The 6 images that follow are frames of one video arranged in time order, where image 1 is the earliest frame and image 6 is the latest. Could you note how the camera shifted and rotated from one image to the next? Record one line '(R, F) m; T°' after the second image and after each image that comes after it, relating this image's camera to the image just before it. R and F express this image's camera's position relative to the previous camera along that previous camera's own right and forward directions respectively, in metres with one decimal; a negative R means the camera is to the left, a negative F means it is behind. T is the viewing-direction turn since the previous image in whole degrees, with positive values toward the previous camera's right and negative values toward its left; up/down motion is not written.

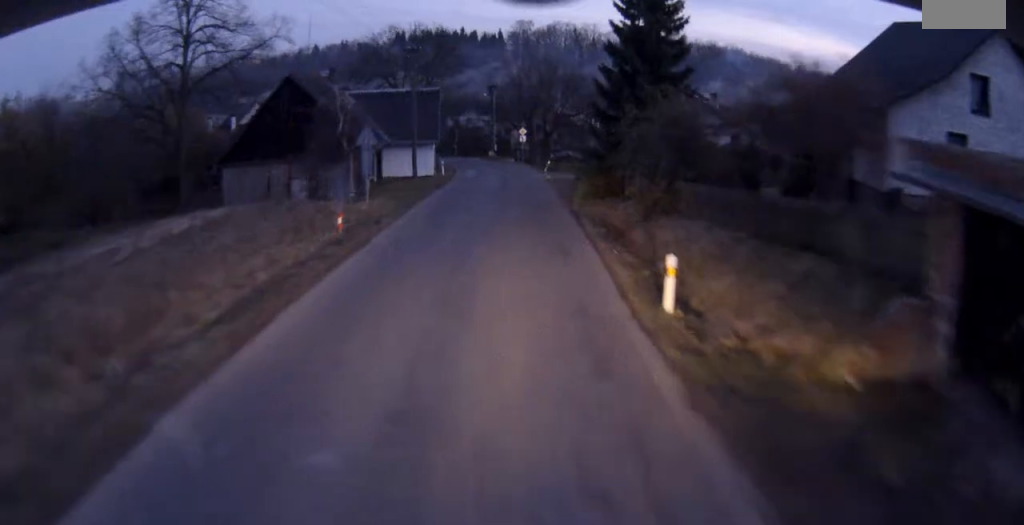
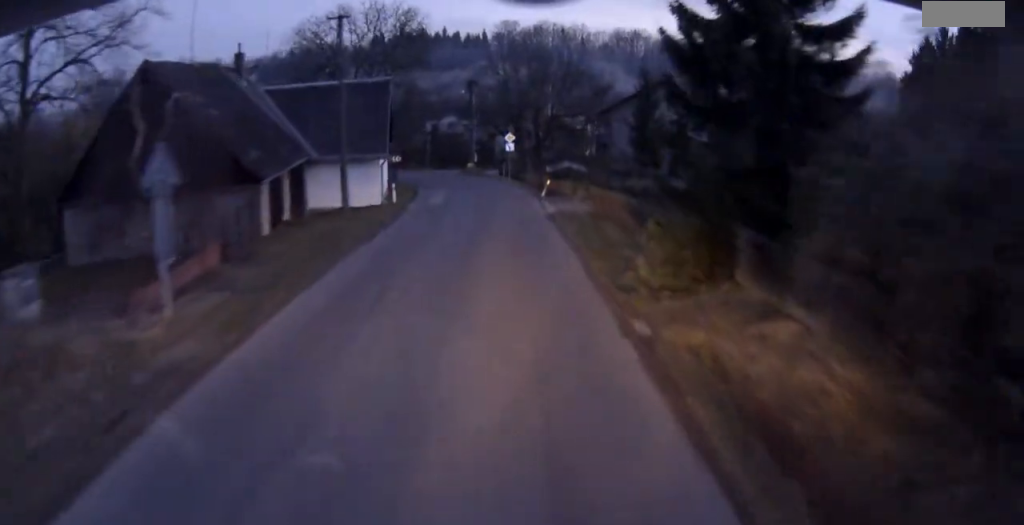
(-0.8, +17.3) m; -3°
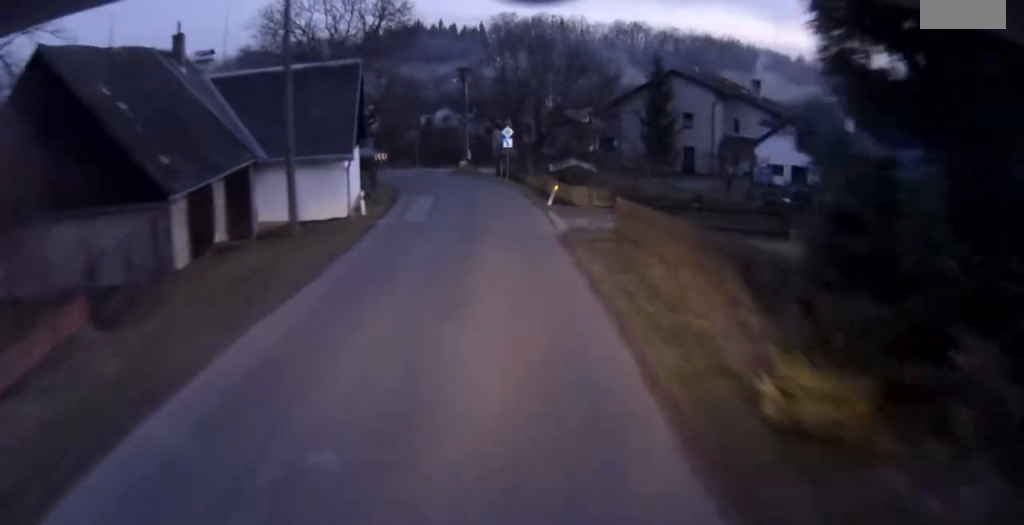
(0.0, +7.4) m; 0°
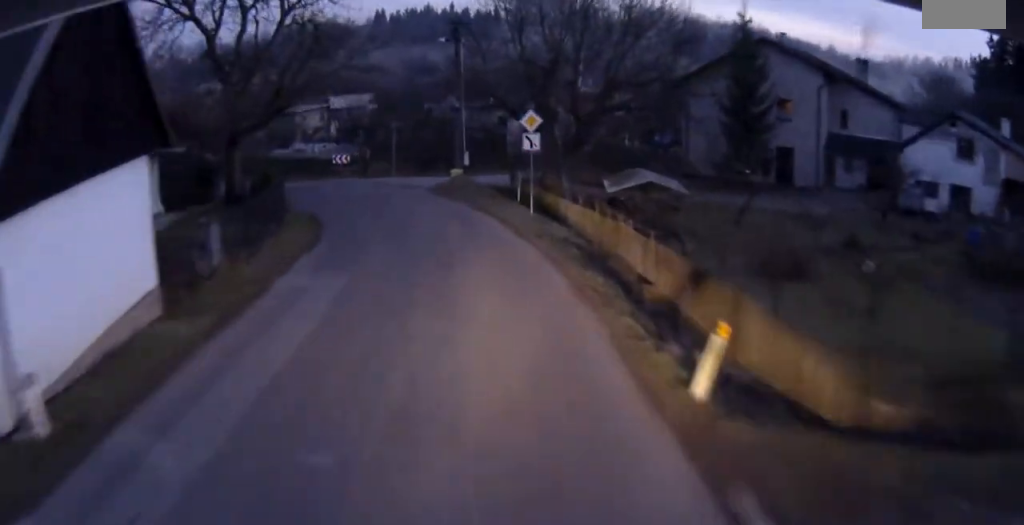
(+0.4, +23.0) m; -1°
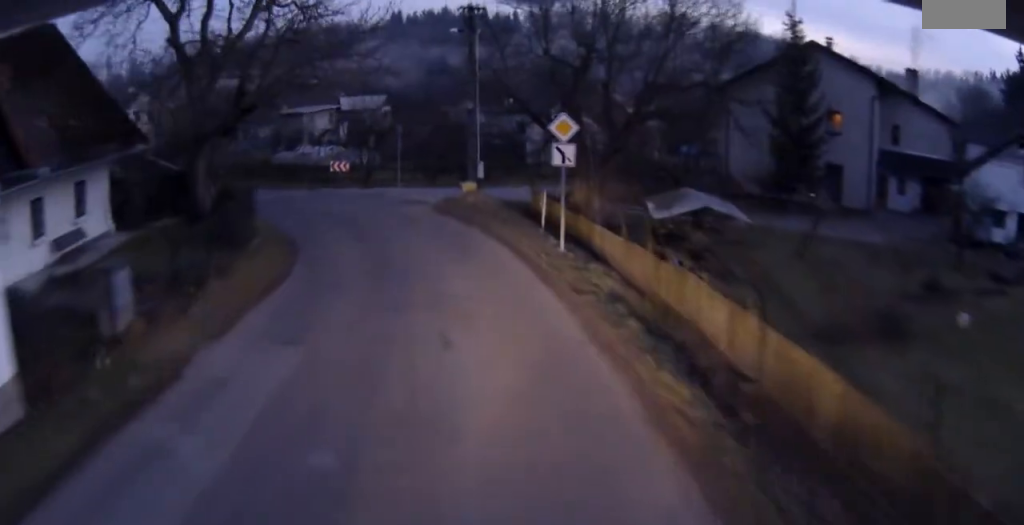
(-0.3, +5.5) m; -4°
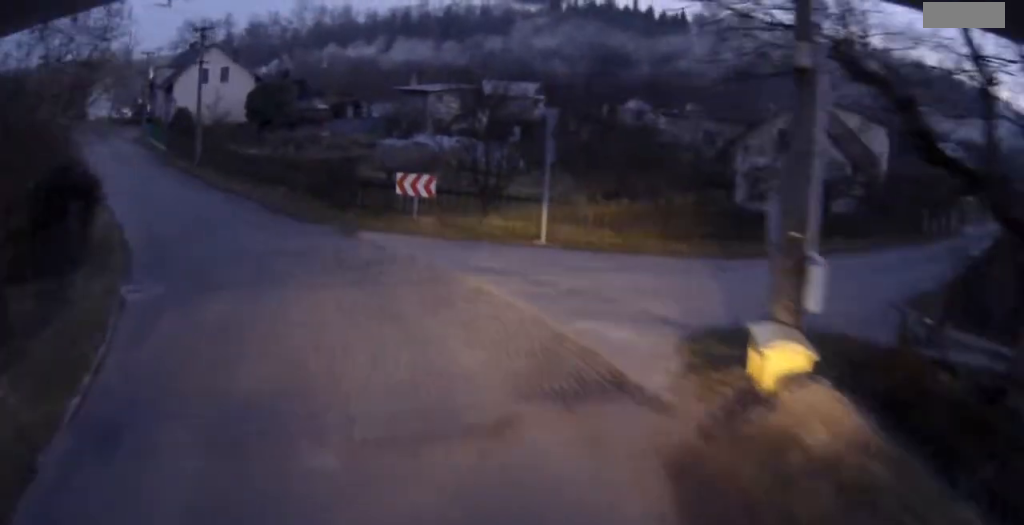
(-3.2, +24.1) m; -15°
